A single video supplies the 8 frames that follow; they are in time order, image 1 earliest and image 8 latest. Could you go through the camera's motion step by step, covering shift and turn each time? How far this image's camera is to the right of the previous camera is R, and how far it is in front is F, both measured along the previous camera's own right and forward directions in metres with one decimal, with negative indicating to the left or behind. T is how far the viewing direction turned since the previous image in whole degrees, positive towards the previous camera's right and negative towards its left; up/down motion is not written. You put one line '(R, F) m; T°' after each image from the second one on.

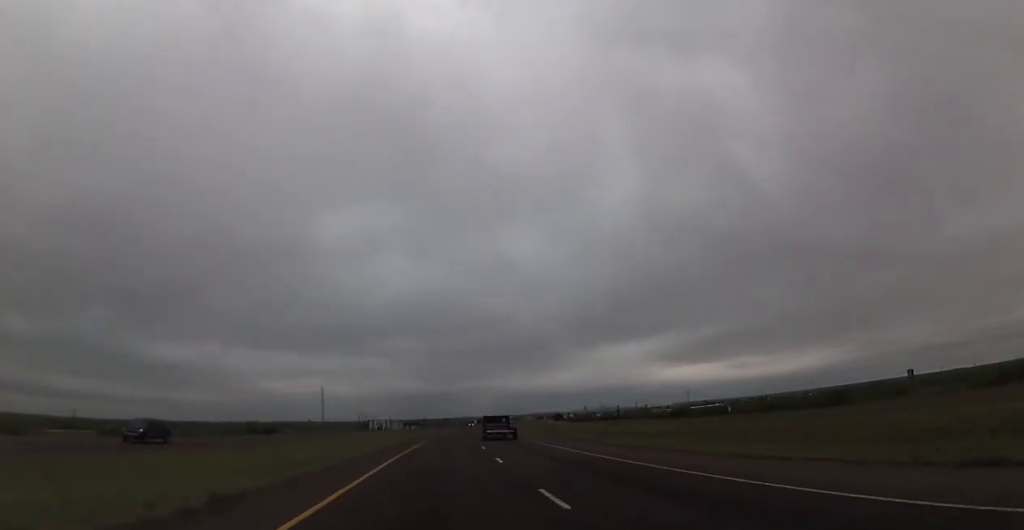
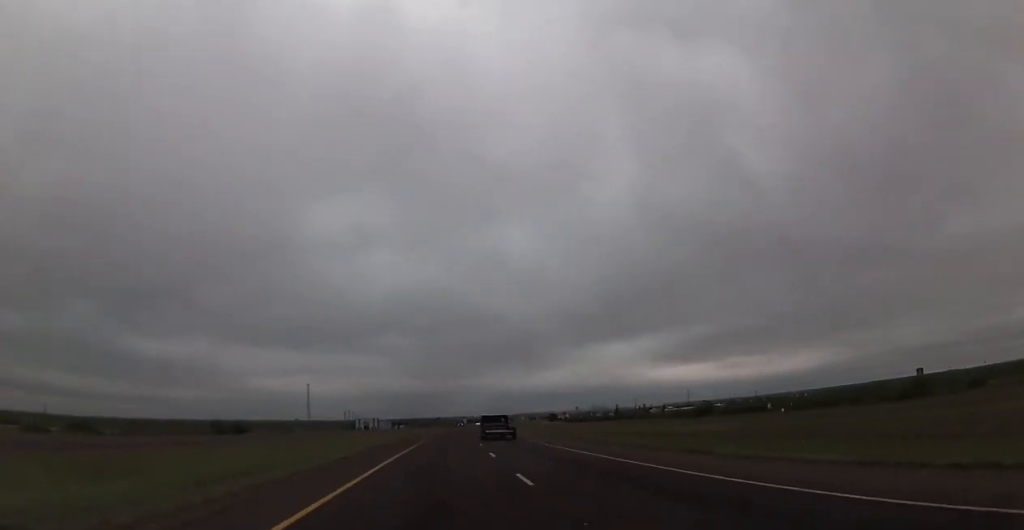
(+0.2, +20.5) m; +1°
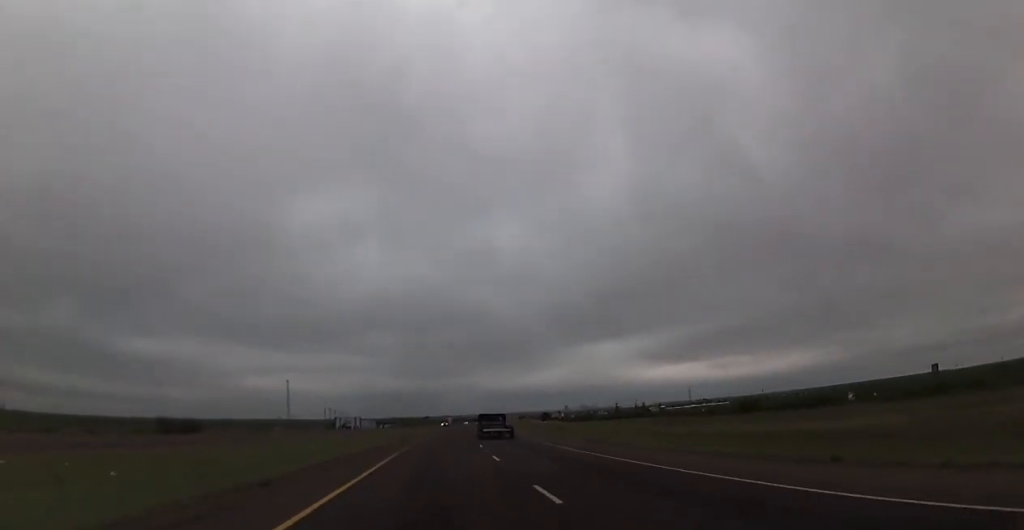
(+0.2, +27.9) m; +1°
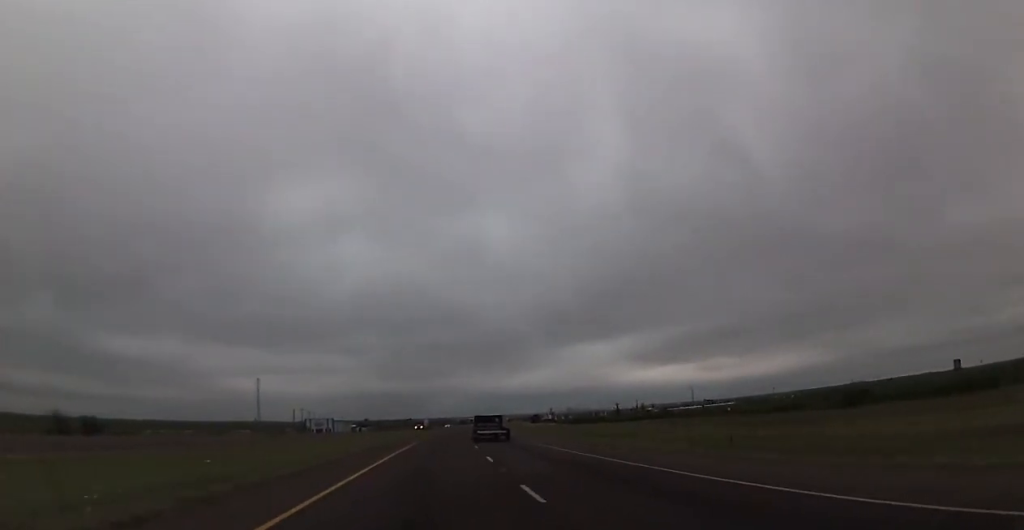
(+0.1, +36.4) m; +2°
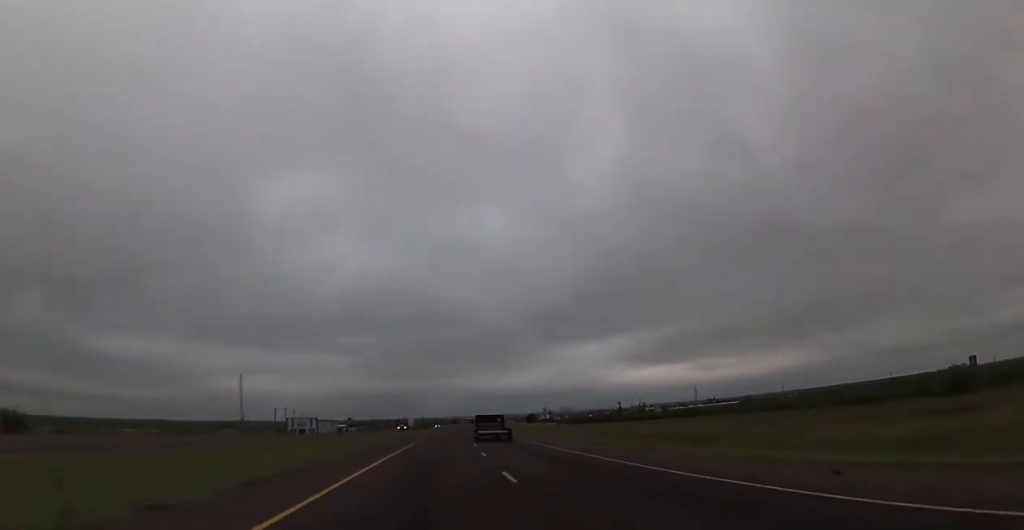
(+0.6, +20.7) m; +1°
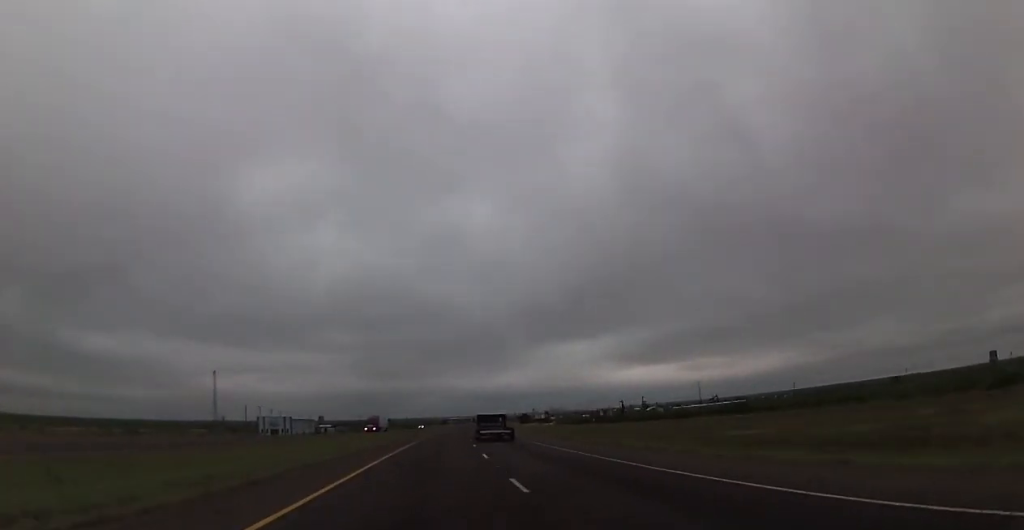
(+0.2, +26.8) m; +1°
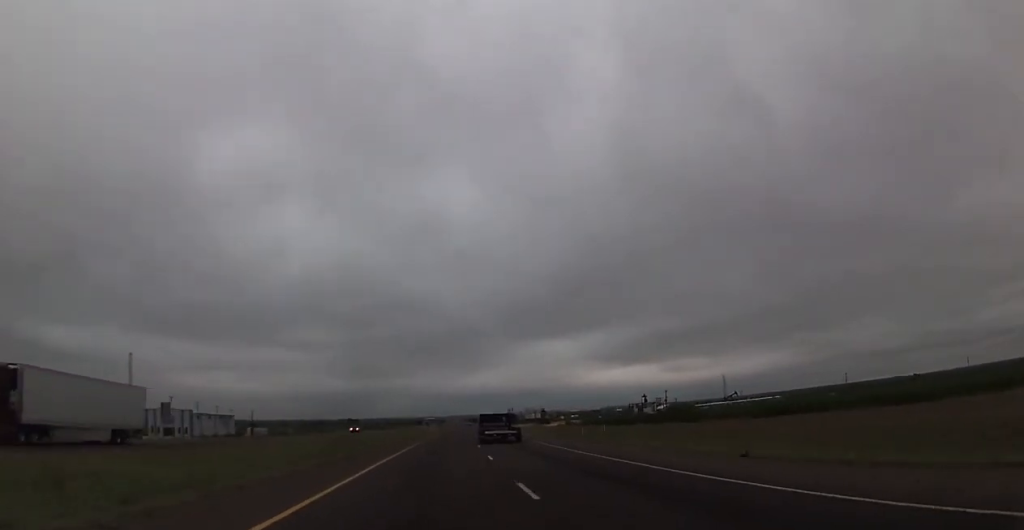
(+1.2, +74.7) m; +2°
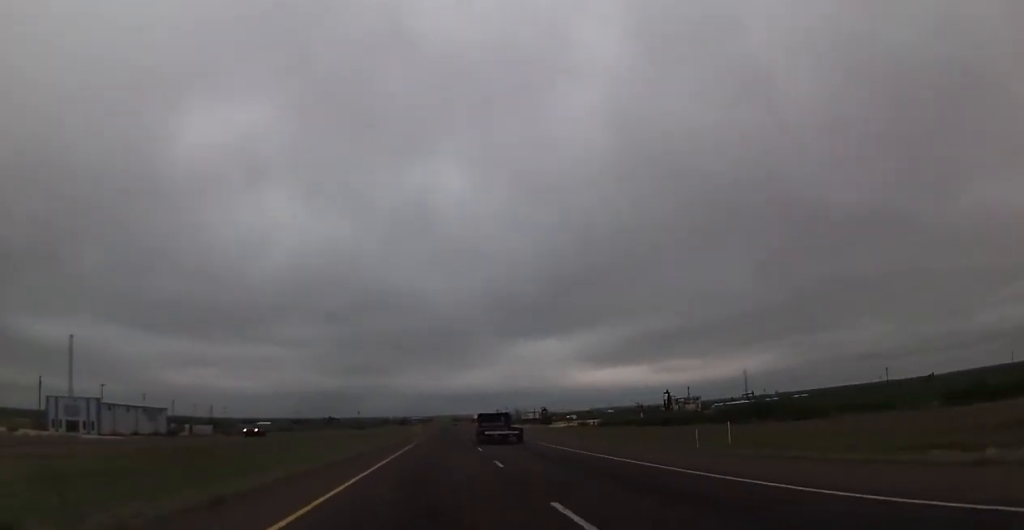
(+0.3, +40.5) m; +1°
